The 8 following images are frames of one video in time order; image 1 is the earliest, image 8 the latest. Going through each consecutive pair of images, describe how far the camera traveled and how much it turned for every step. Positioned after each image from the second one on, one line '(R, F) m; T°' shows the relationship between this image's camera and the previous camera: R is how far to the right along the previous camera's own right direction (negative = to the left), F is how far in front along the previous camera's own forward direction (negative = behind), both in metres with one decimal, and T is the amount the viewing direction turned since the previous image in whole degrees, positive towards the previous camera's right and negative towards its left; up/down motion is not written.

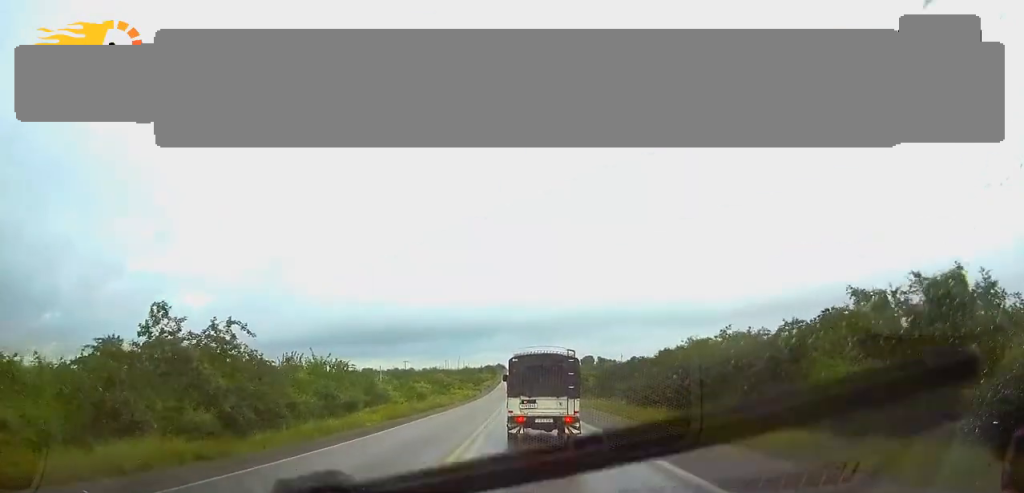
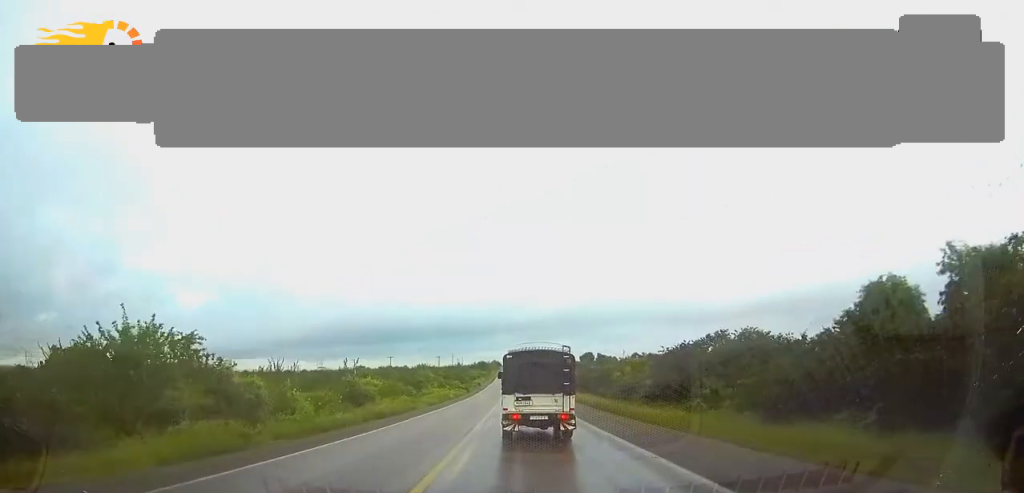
(+0.1, +24.3) m; 0°
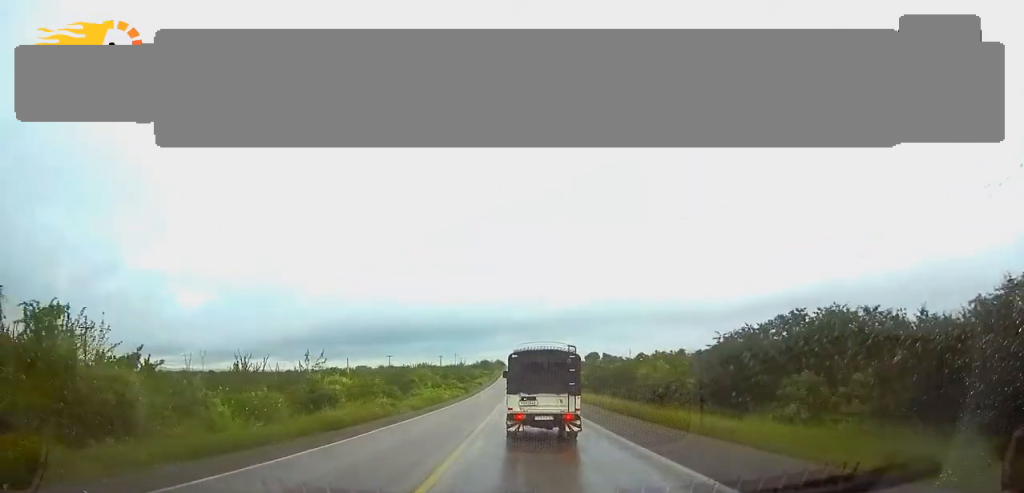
(0.0, +9.5) m; 0°
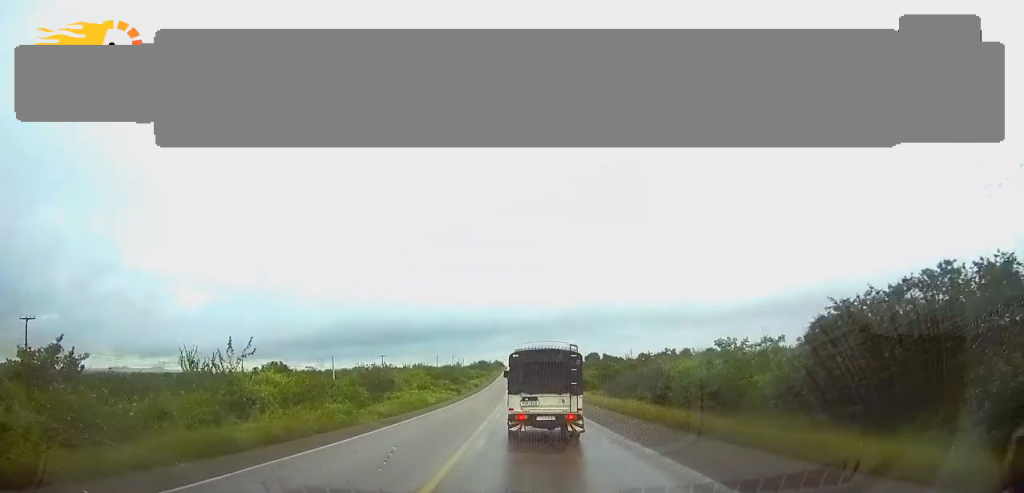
(0.0, +10.5) m; 0°
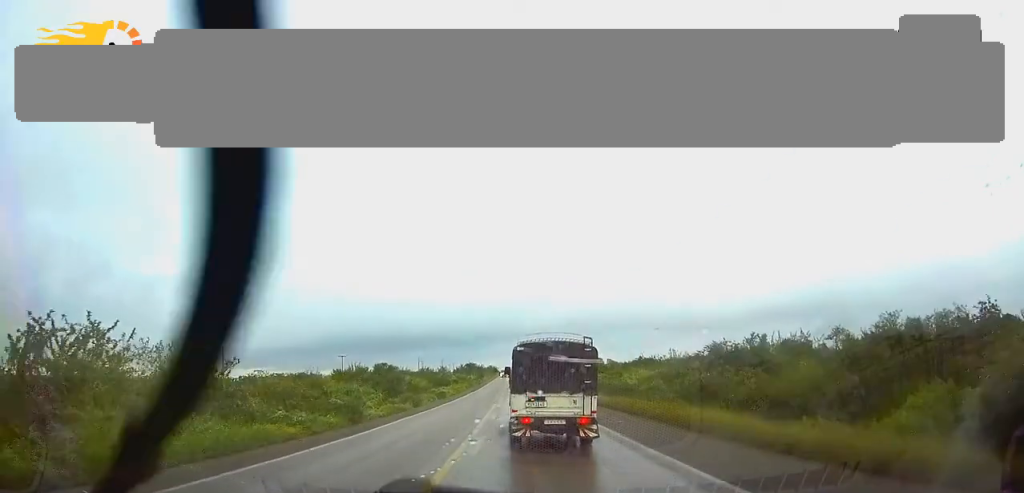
(-0.2, +49.0) m; 0°
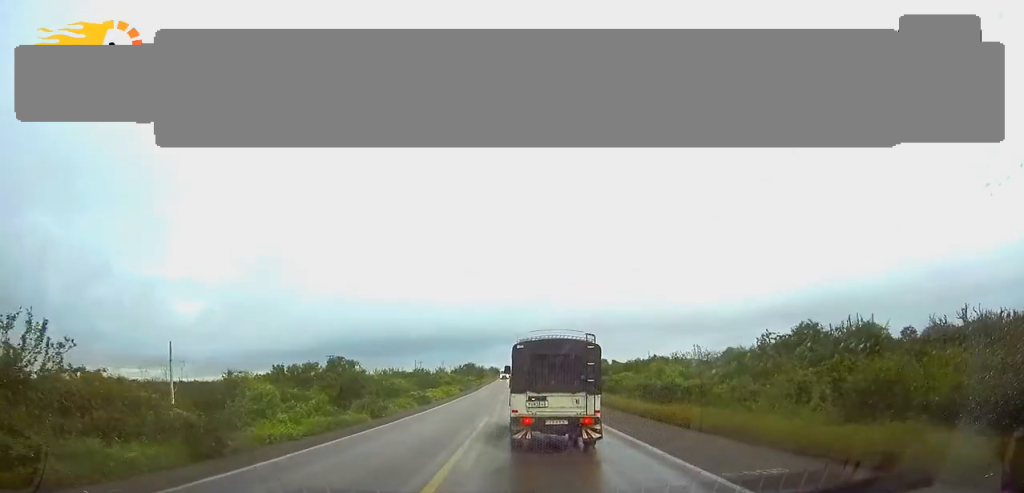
(+0.1, +14.0) m; 0°
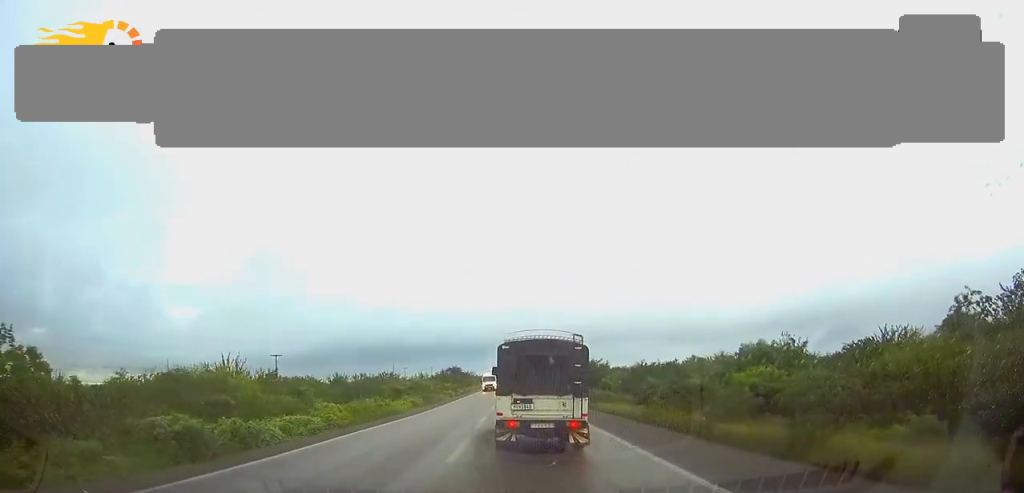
(0.0, +35.0) m; 0°
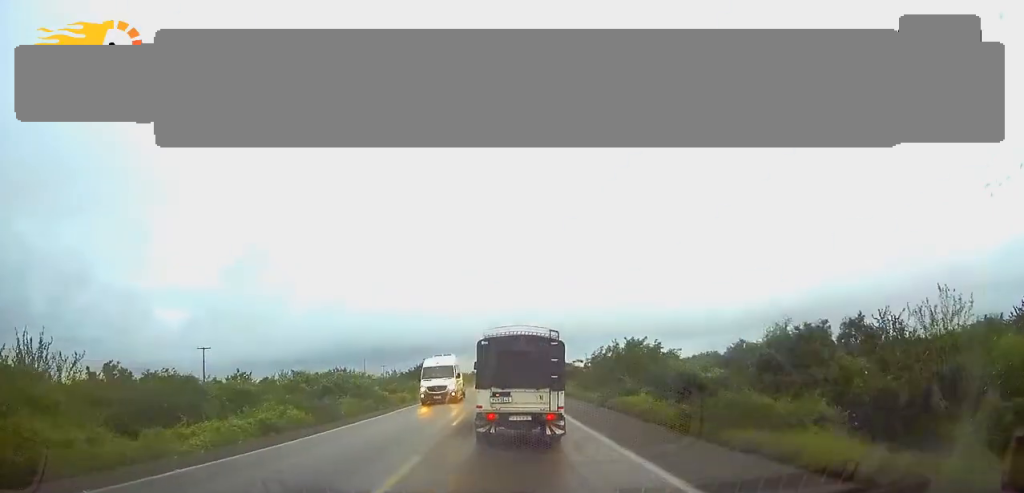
(0.0, +28.3) m; 0°
